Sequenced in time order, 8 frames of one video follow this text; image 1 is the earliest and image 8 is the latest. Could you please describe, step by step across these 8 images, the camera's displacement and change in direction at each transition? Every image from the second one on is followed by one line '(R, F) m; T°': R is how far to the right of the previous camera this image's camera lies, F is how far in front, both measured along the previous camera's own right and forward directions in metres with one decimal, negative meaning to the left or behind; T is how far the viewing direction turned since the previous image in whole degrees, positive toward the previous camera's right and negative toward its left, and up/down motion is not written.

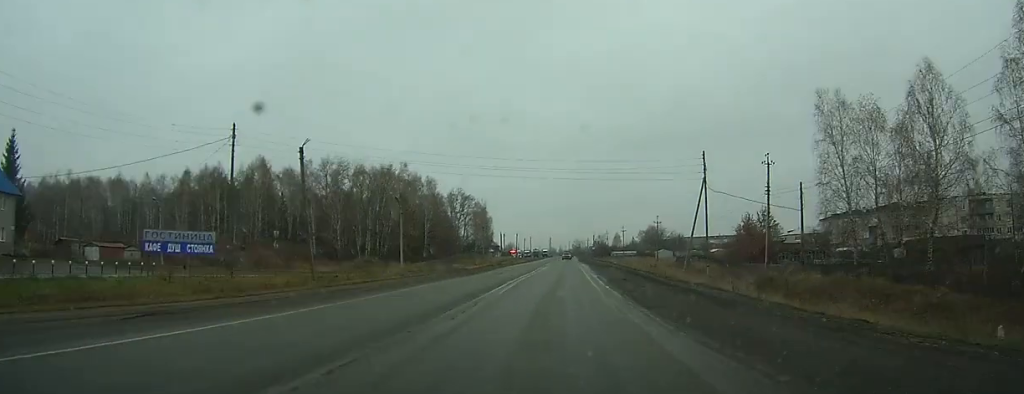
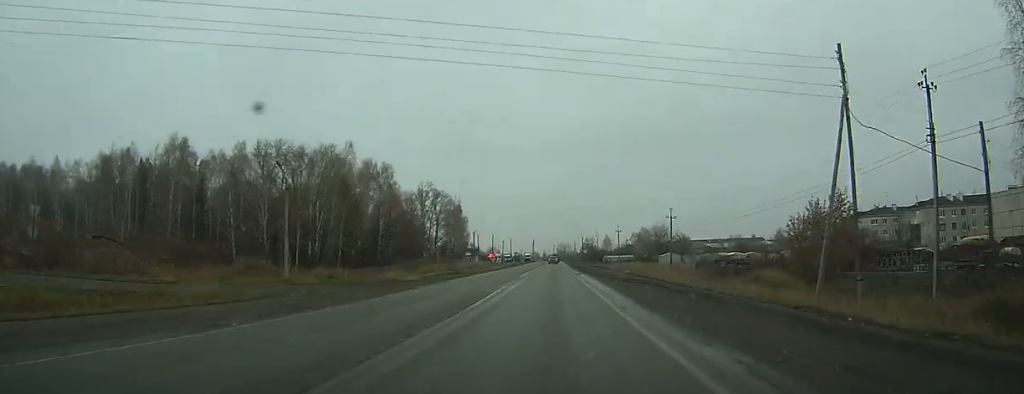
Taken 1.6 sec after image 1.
(+0.4, +28.2) m; +2°
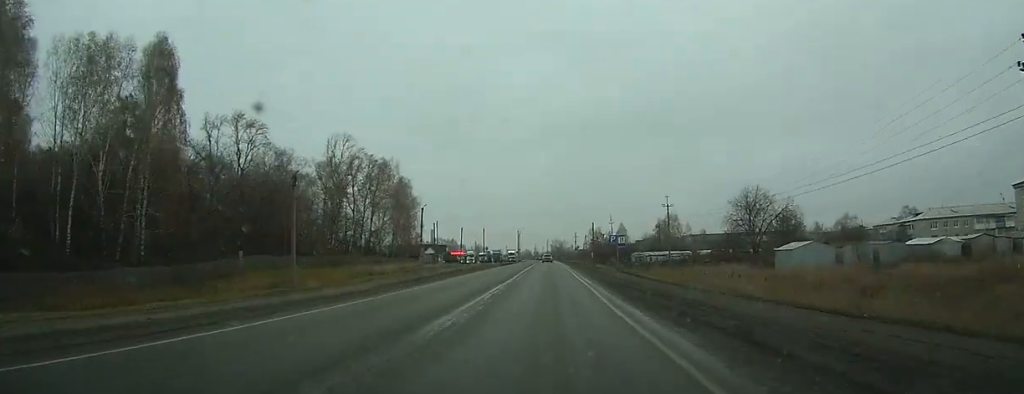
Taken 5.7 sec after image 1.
(+2.3, +72.9) m; +2°
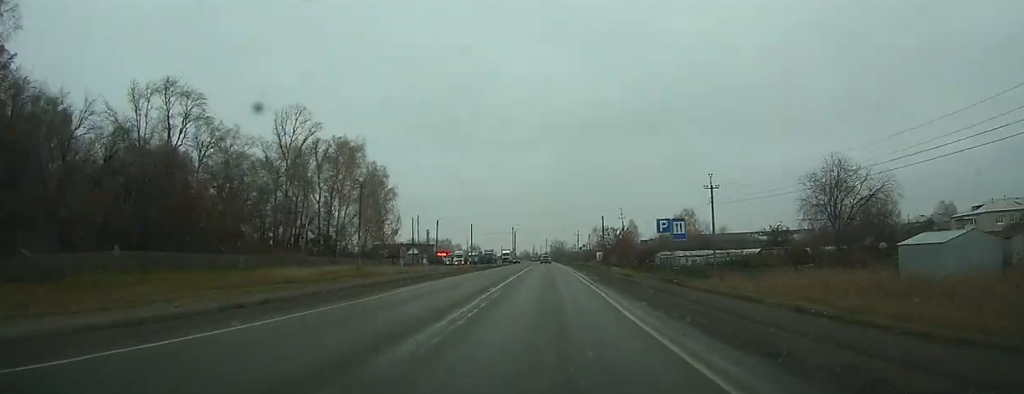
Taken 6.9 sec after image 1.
(-0.1, +22.2) m; 0°
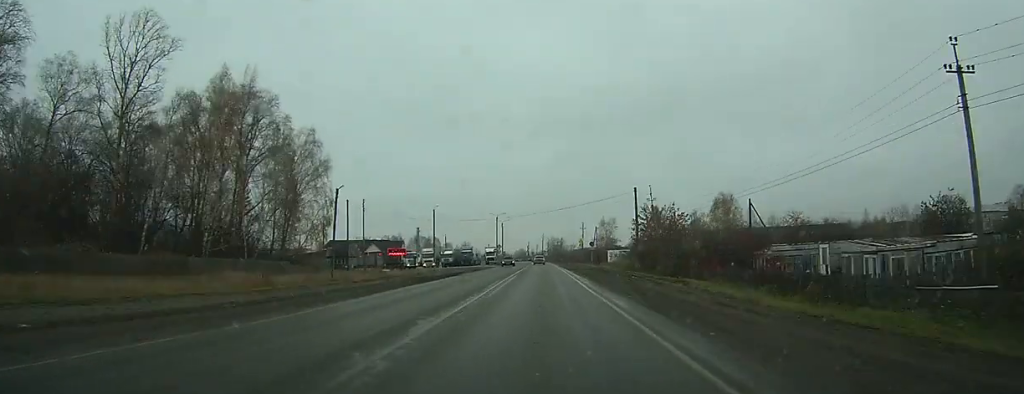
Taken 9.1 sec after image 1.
(0.0, +38.5) m; 0°
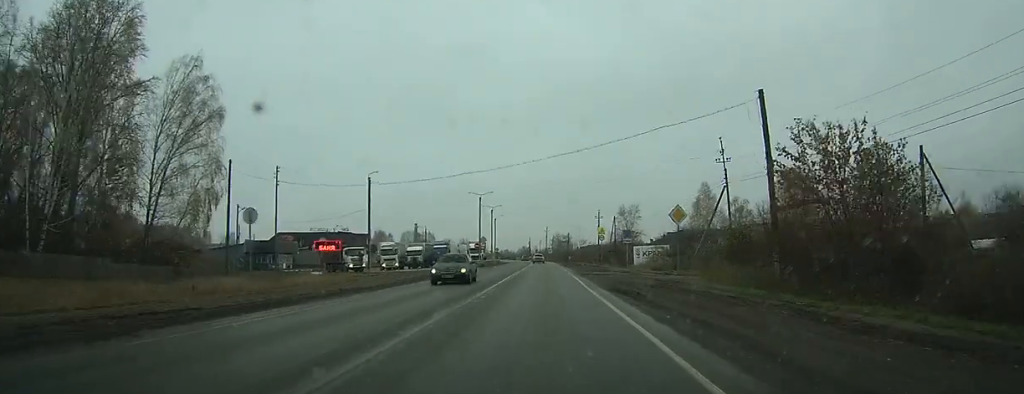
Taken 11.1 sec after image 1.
(+0.1, +37.6) m; 0°
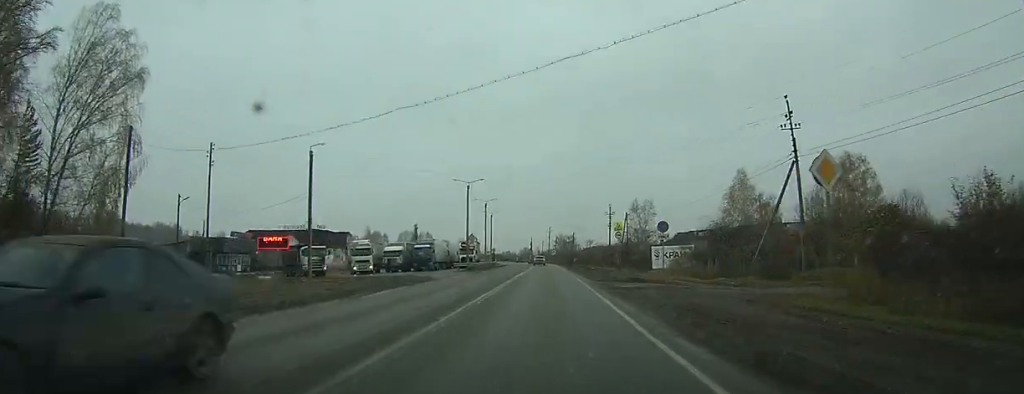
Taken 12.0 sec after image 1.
(-0.1, +16.4) m; 0°
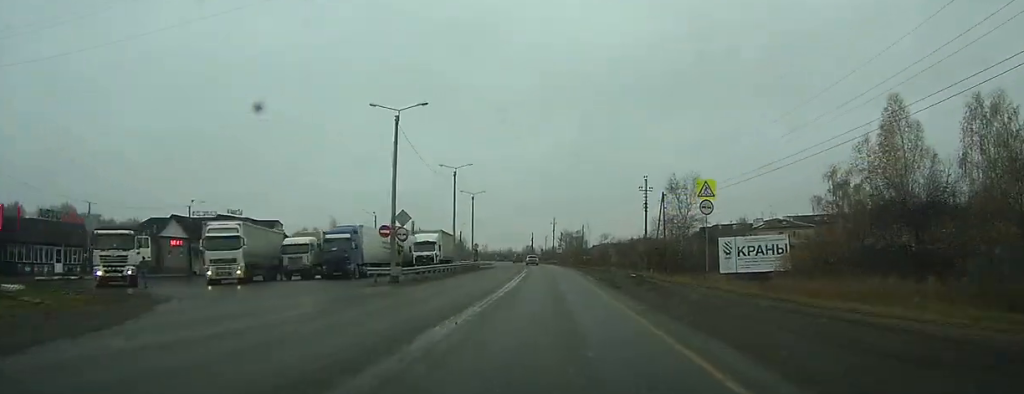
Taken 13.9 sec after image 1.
(-0.2, +34.9) m; -1°
